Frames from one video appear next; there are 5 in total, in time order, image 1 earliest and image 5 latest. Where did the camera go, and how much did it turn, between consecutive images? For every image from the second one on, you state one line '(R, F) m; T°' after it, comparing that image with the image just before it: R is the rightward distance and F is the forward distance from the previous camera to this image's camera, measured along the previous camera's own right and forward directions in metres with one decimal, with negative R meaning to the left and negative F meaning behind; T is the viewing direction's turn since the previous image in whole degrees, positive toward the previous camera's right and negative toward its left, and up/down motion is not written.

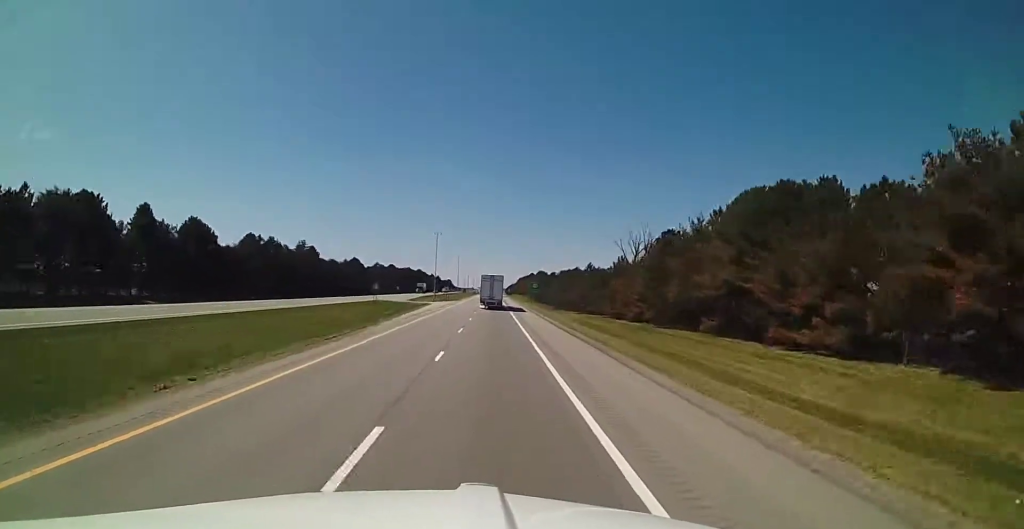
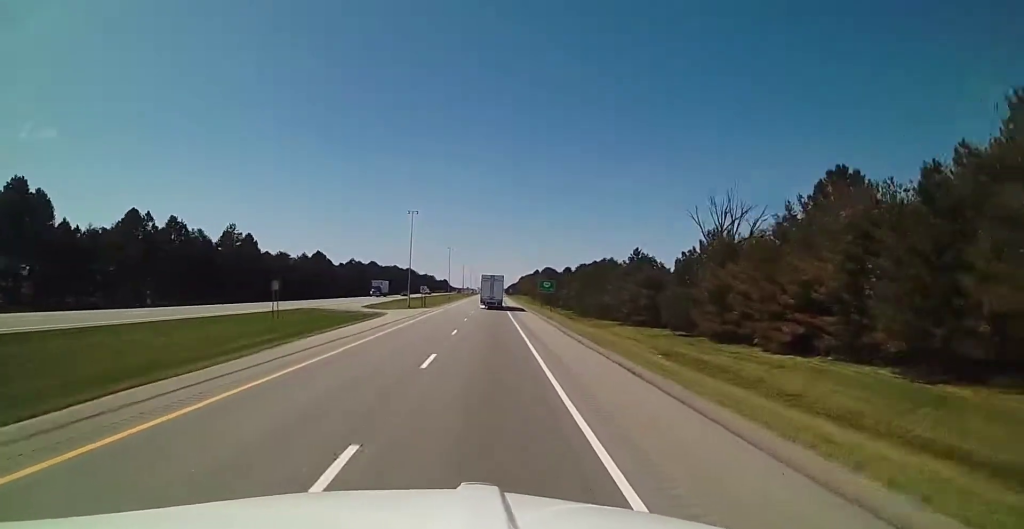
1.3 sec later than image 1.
(+0.5, +37.5) m; +1°
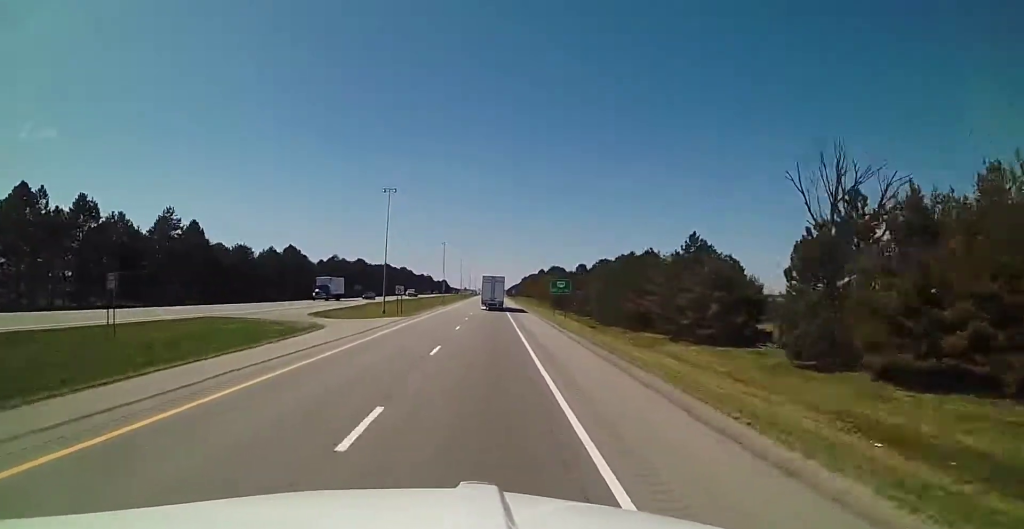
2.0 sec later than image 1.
(-0.2, +21.3) m; -1°
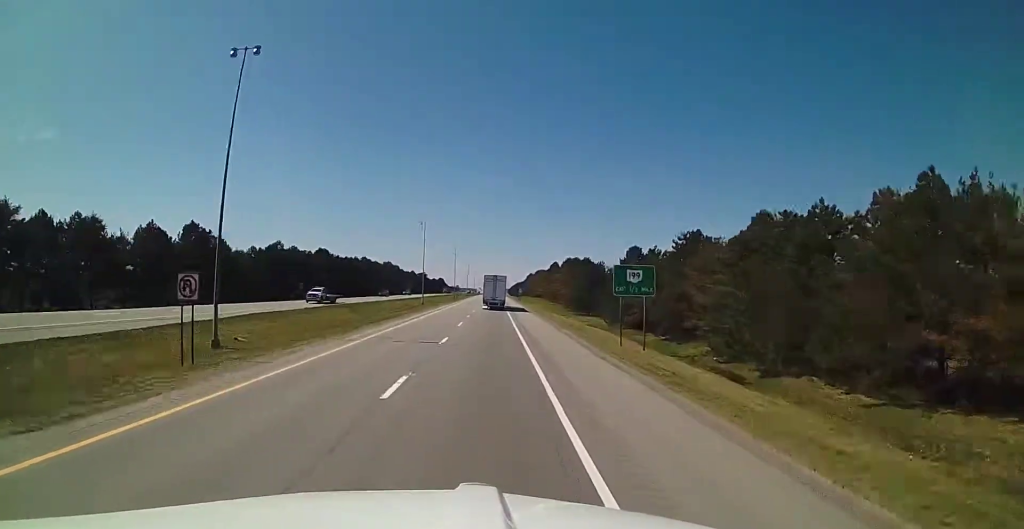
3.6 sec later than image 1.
(-0.4, +44.6) m; -1°
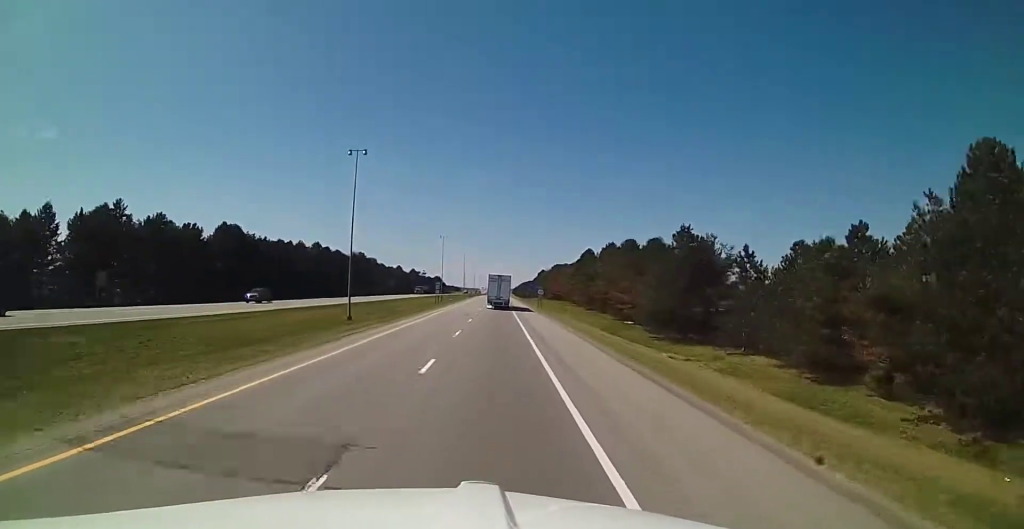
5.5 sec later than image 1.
(0.0, +56.9) m; +1°
